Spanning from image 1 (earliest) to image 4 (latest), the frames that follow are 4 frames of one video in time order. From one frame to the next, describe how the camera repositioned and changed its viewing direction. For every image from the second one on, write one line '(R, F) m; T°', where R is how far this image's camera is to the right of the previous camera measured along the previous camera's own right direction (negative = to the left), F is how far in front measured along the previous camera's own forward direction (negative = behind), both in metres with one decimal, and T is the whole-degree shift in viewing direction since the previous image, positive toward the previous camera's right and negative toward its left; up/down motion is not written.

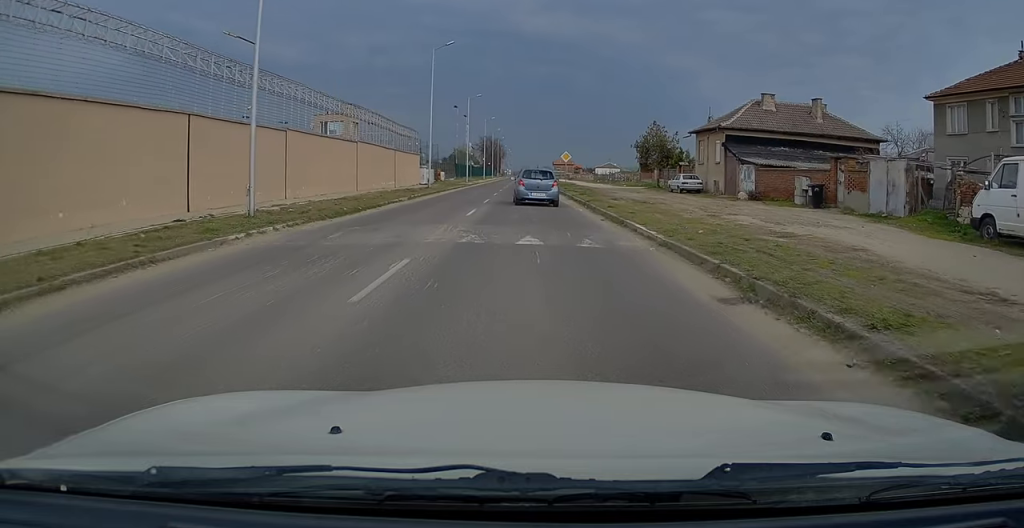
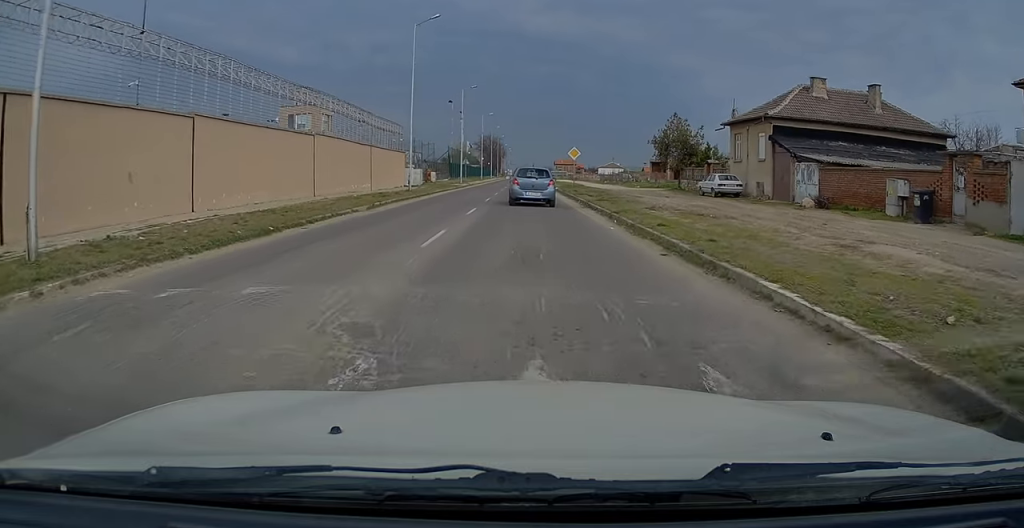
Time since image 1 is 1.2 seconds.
(+0.2, +8.2) m; +2°
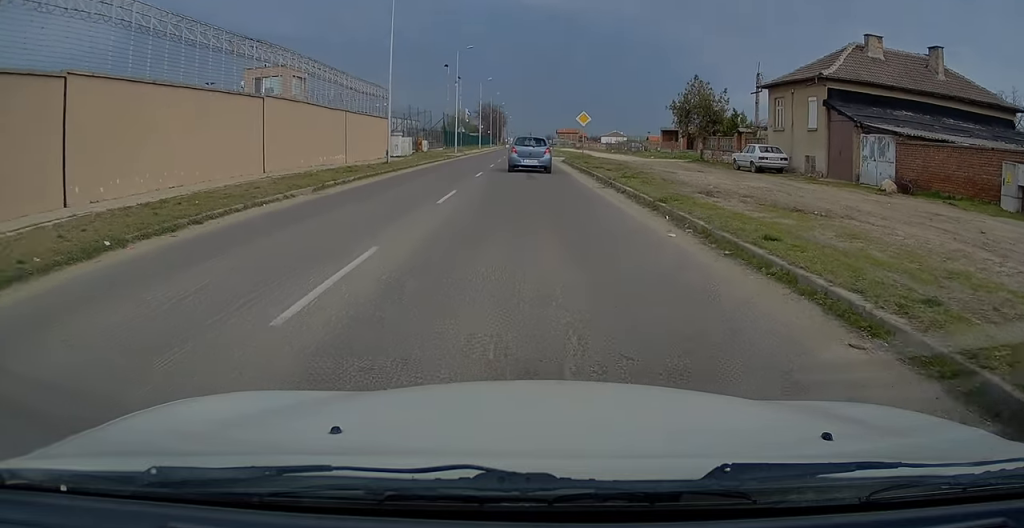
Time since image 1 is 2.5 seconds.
(-0.1, +6.4) m; -1°
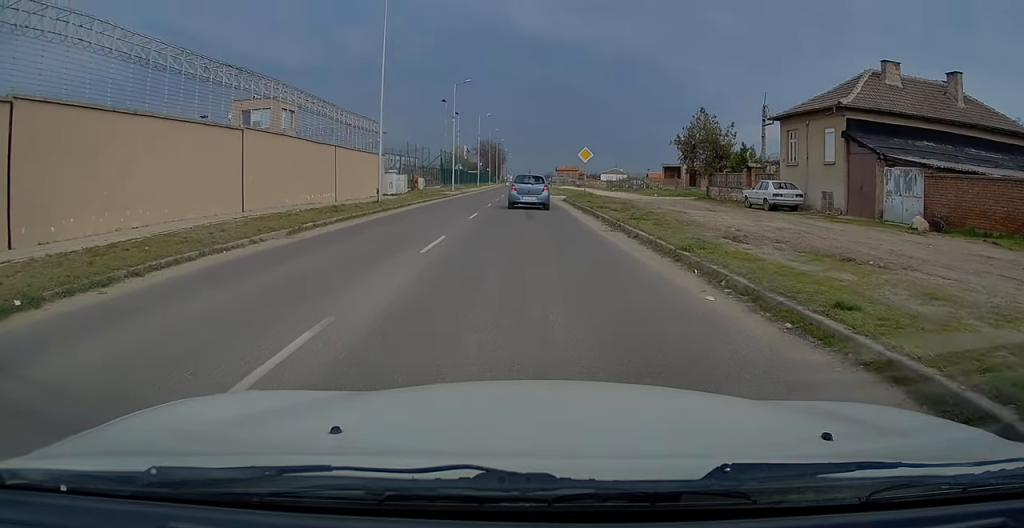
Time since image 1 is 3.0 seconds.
(-0.1, +1.9) m; +1°
